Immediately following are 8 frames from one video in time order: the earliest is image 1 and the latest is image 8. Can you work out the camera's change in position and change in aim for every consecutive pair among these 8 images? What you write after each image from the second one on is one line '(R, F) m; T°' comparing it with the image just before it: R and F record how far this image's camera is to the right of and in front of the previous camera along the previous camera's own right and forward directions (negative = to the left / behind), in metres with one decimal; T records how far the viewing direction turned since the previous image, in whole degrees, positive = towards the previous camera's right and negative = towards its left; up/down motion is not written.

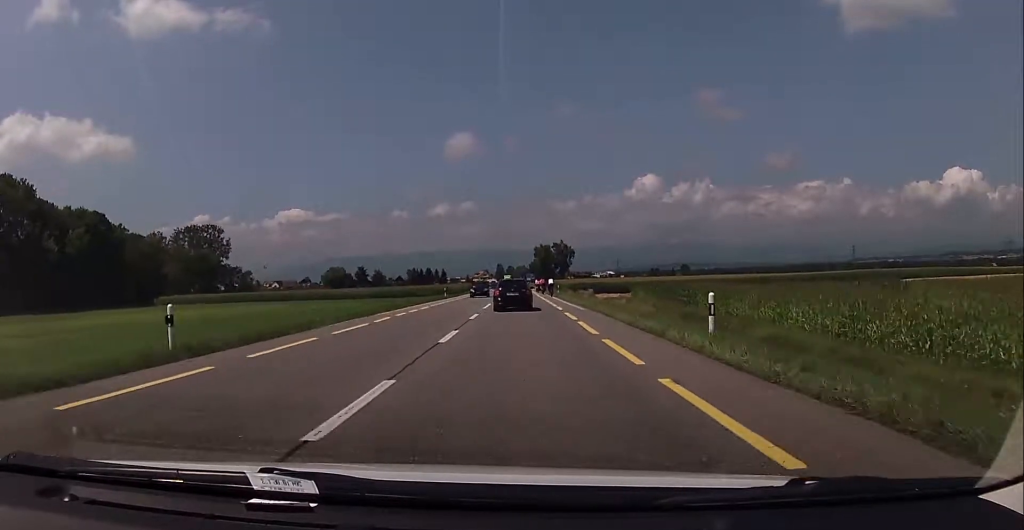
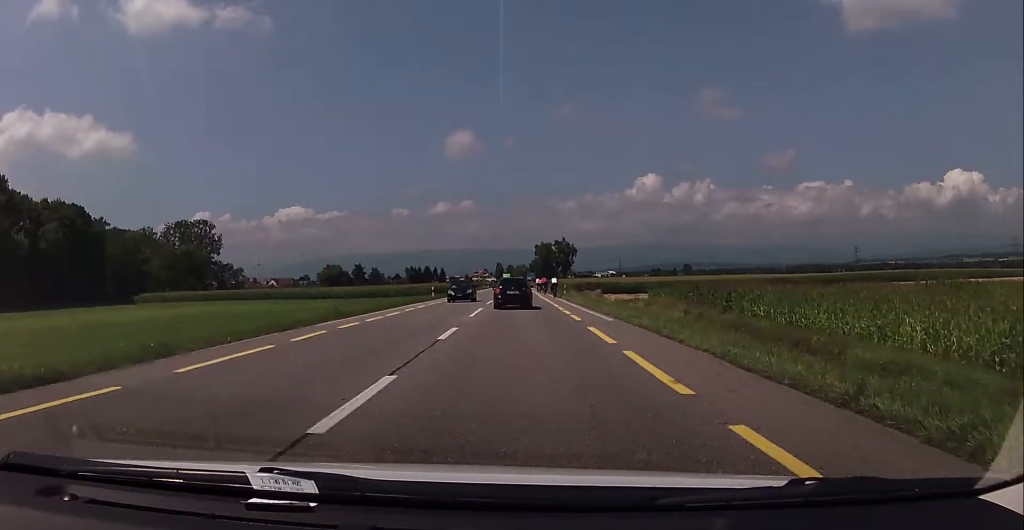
(+0.2, +9.1) m; 0°
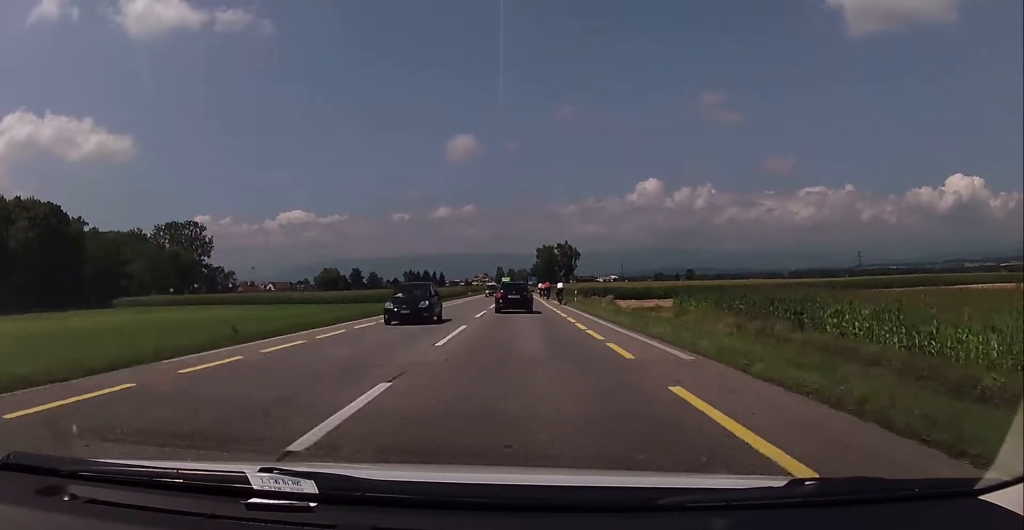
(+0.3, +9.7) m; -1°
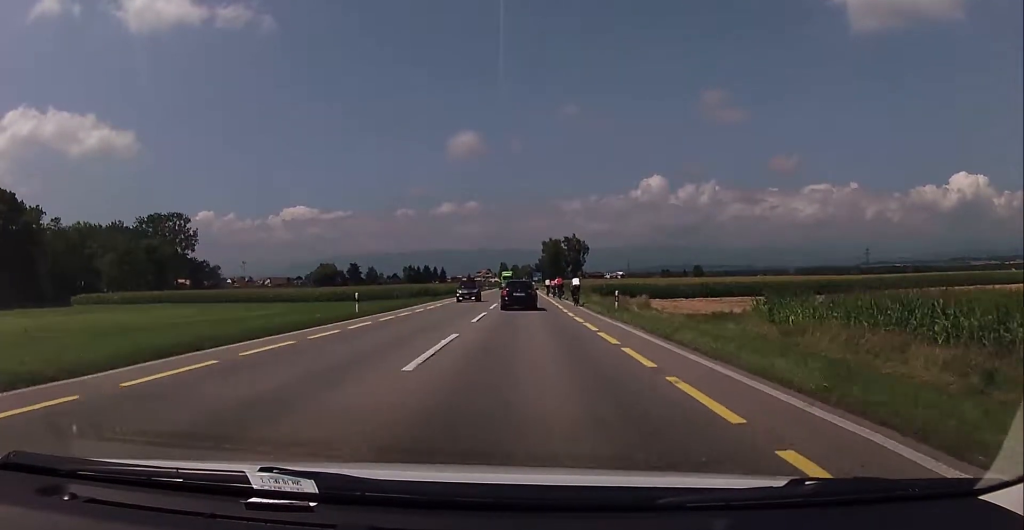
(-0.7, +17.2) m; -2°
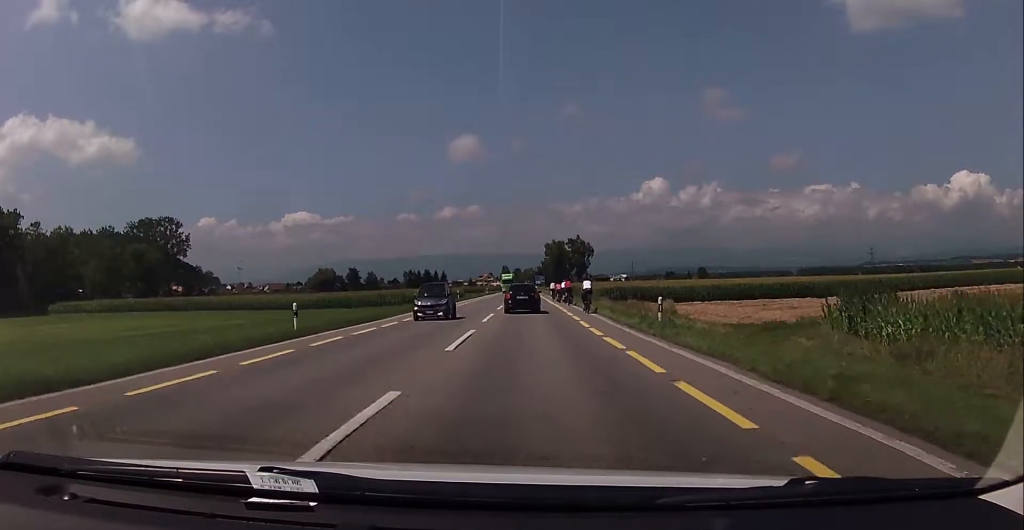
(+0.1, +8.1) m; 0°
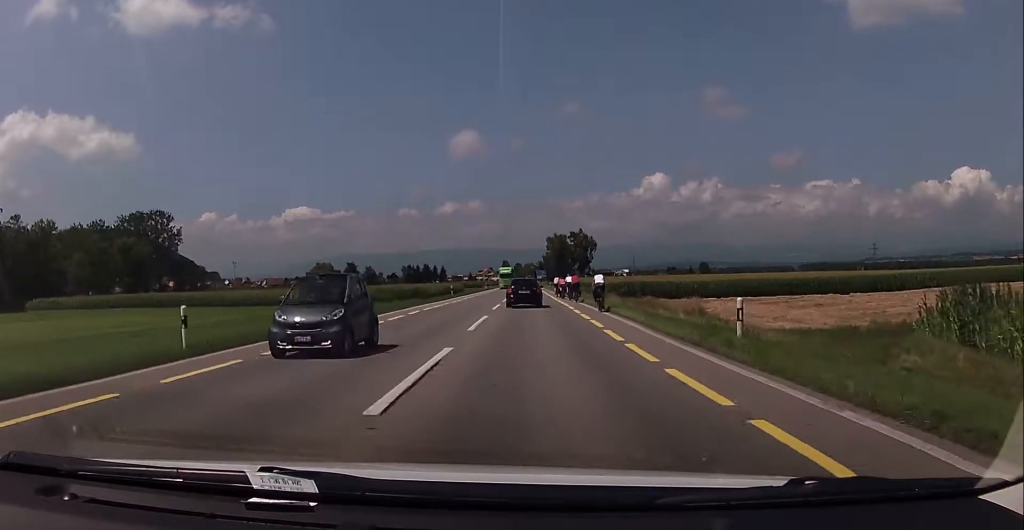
(+0.1, +7.0) m; 0°
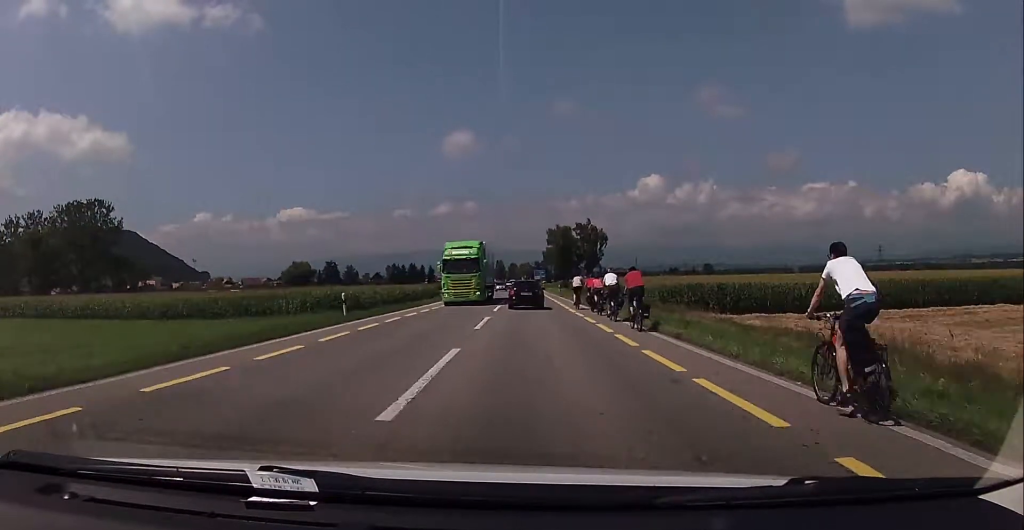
(+0.3, +36.6) m; 0°
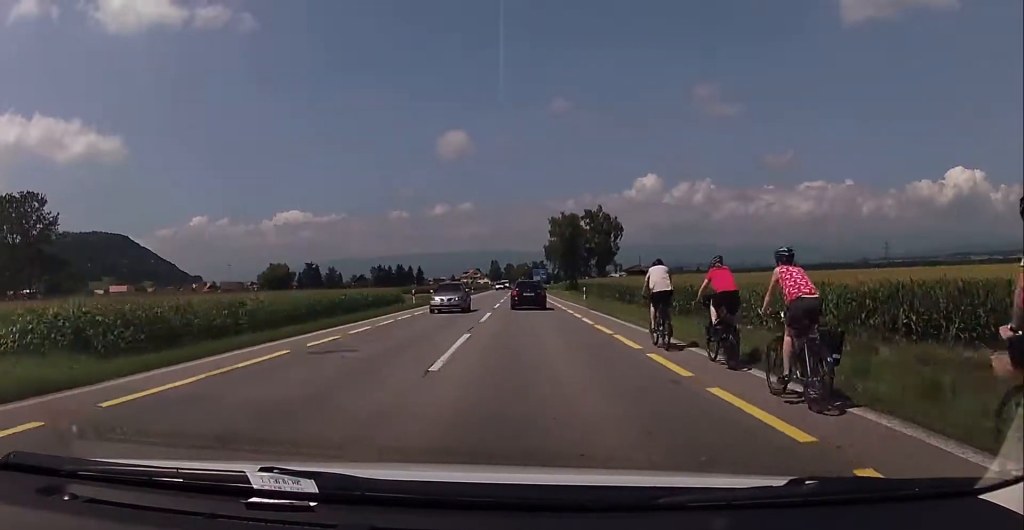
(+0.1, +32.3) m; +1°
